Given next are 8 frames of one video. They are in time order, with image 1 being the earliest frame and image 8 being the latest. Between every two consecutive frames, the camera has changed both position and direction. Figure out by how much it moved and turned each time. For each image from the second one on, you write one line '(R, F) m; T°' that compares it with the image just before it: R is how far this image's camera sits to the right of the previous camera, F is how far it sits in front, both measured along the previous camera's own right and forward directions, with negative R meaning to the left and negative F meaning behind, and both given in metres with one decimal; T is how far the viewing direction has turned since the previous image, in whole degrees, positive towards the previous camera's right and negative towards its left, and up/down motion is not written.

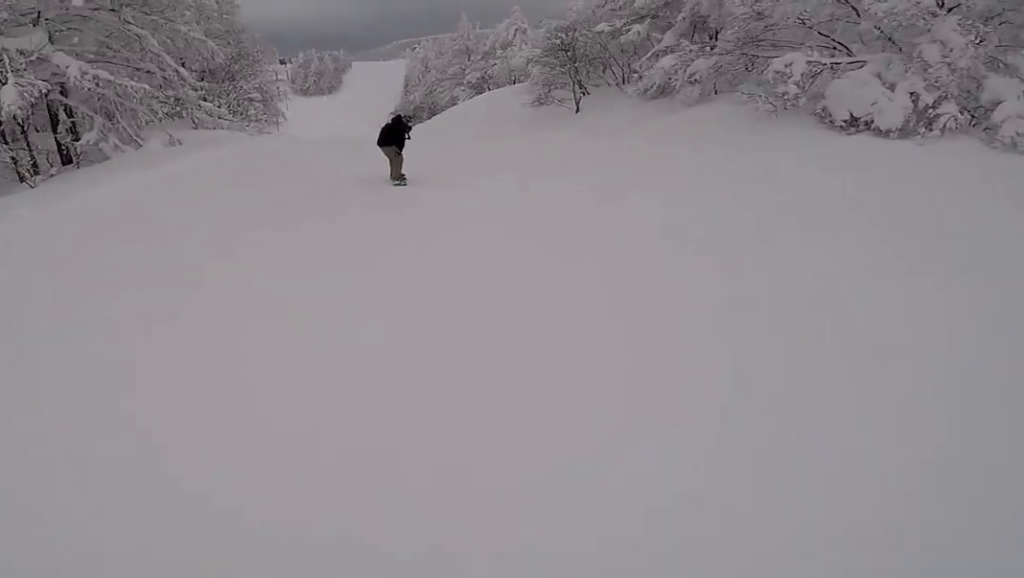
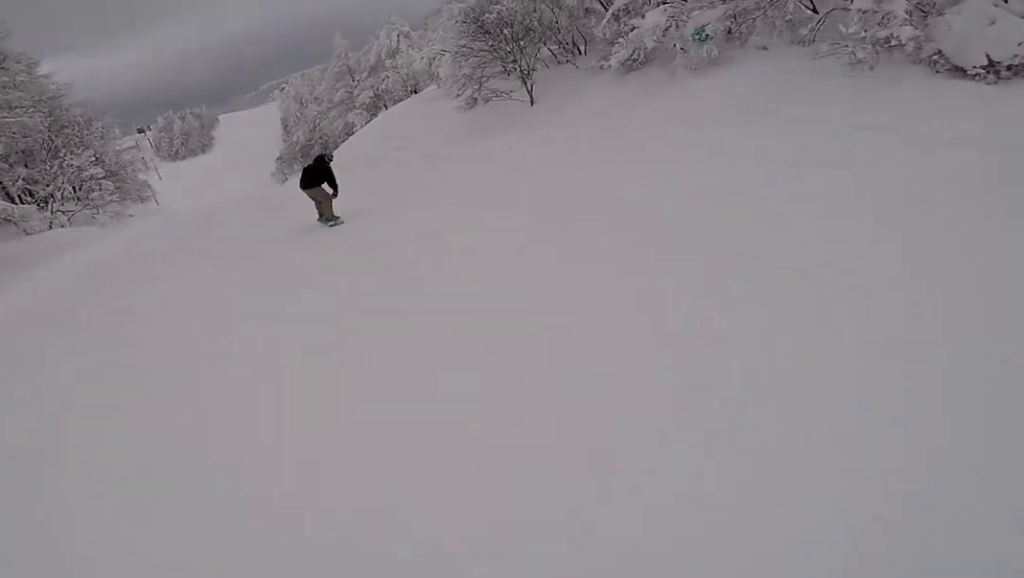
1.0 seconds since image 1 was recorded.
(+0.5, +7.4) m; +3°
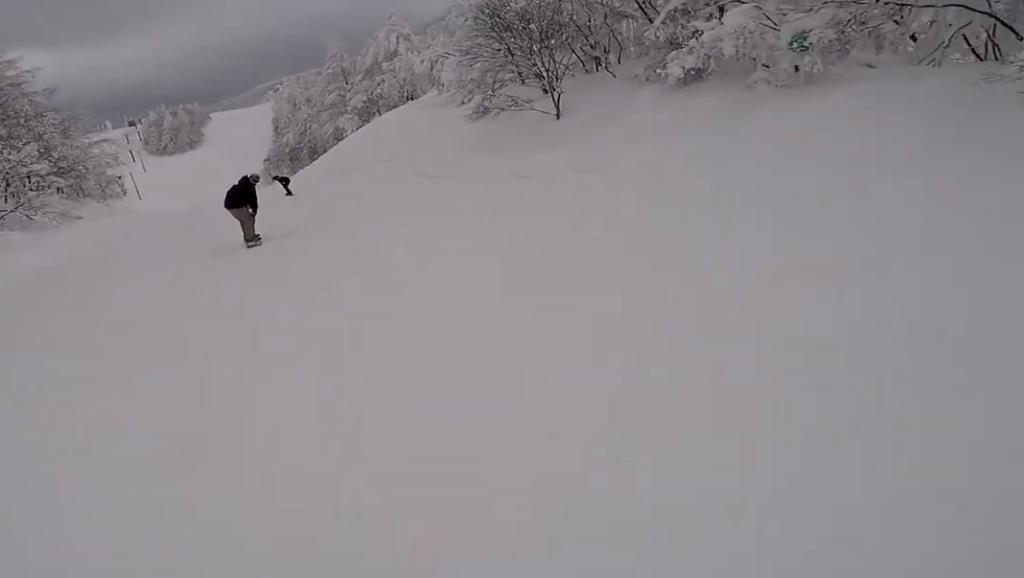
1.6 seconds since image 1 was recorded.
(0.0, +3.9) m; -4°
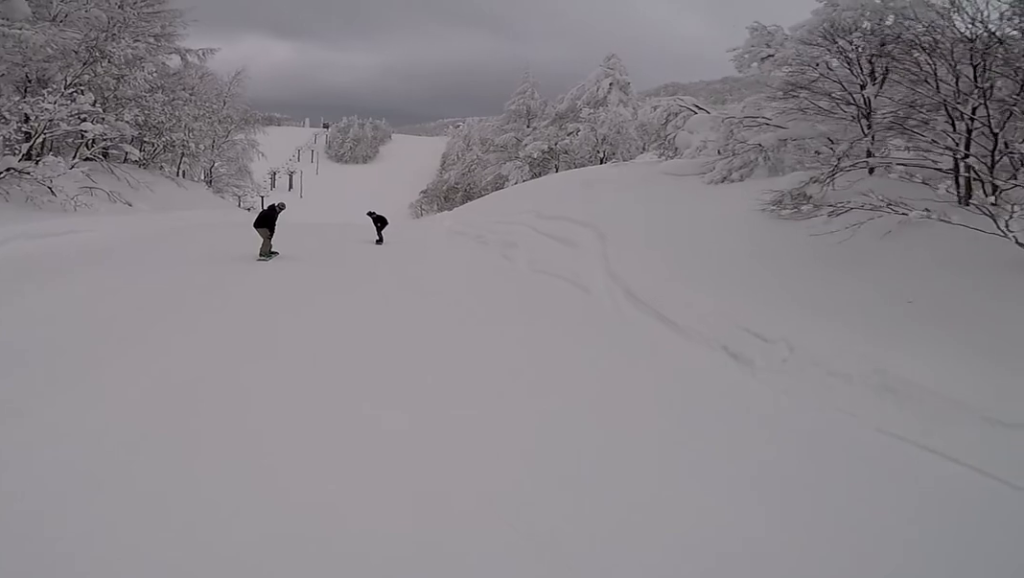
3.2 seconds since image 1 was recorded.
(-1.6, +10.2) m; -20°
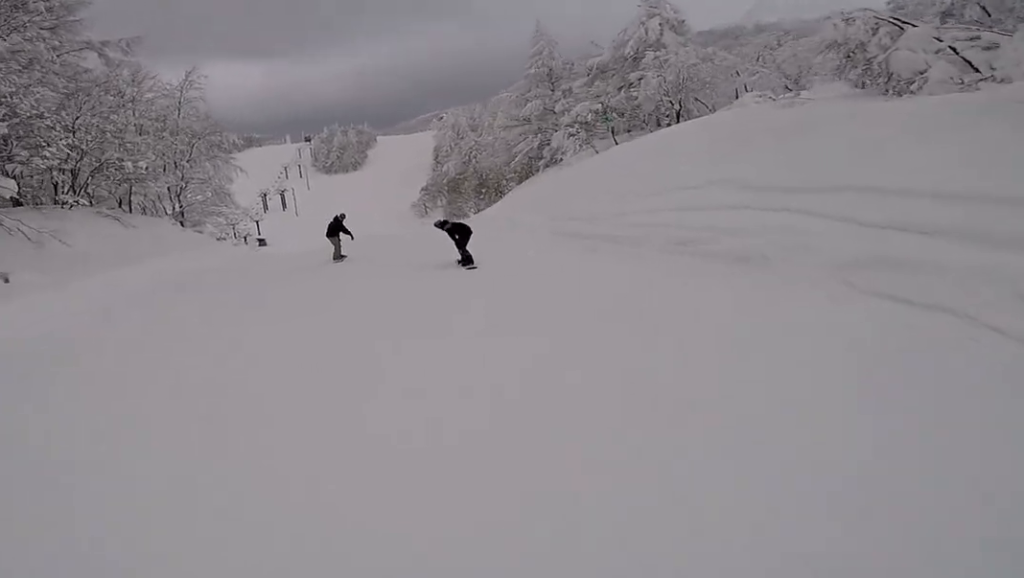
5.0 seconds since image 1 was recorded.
(-0.3, +10.2) m; +5°
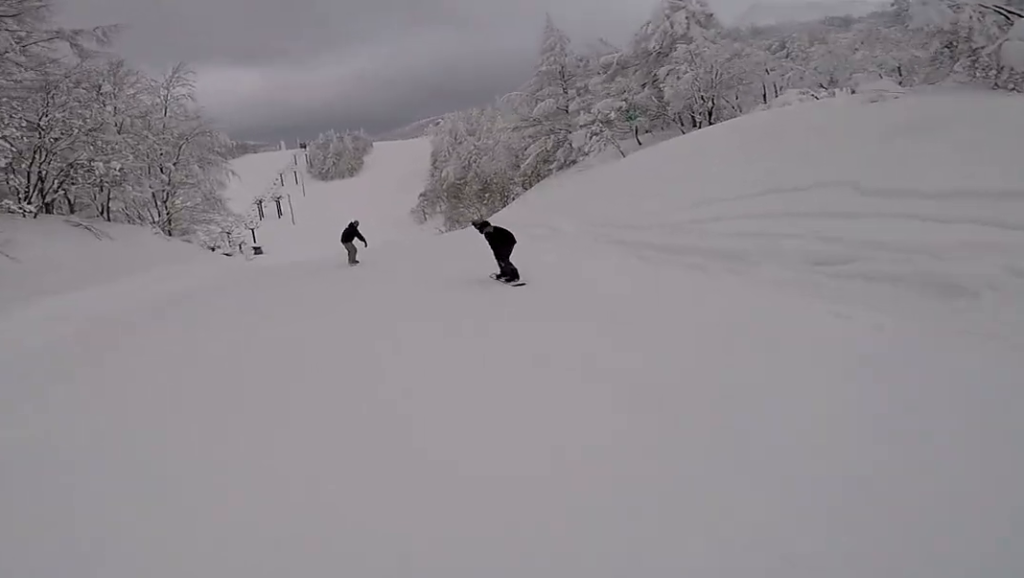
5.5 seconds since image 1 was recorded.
(+0.1, +2.9) m; +2°
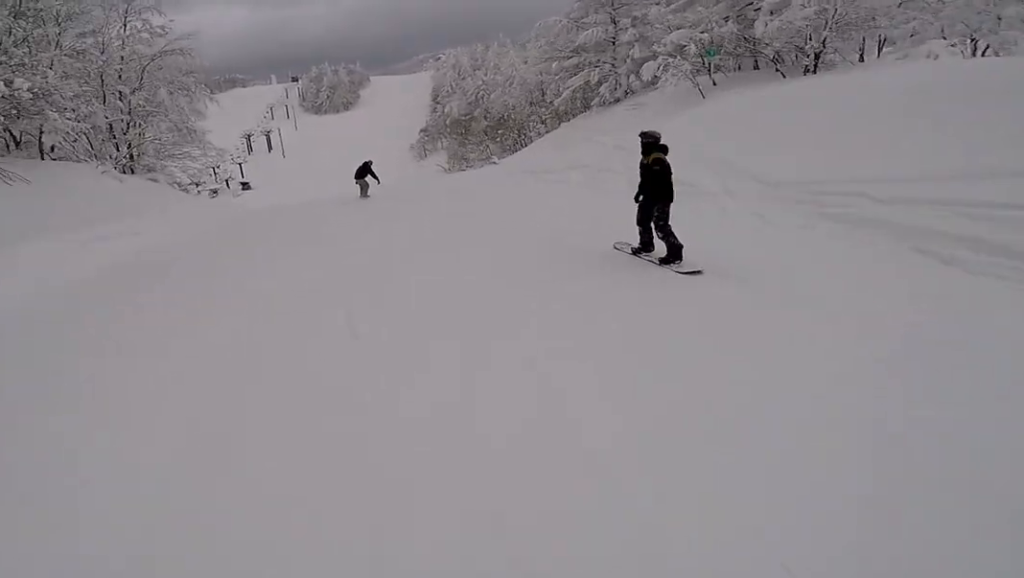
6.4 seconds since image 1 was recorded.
(+0.1, +5.3) m; +4°
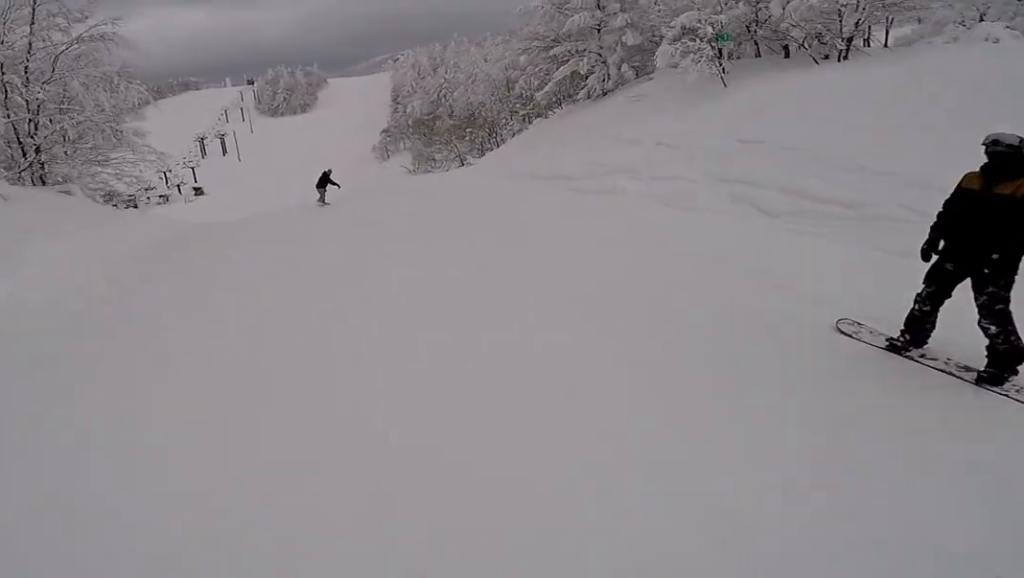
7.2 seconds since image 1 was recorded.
(0.0, +4.6) m; +8°
